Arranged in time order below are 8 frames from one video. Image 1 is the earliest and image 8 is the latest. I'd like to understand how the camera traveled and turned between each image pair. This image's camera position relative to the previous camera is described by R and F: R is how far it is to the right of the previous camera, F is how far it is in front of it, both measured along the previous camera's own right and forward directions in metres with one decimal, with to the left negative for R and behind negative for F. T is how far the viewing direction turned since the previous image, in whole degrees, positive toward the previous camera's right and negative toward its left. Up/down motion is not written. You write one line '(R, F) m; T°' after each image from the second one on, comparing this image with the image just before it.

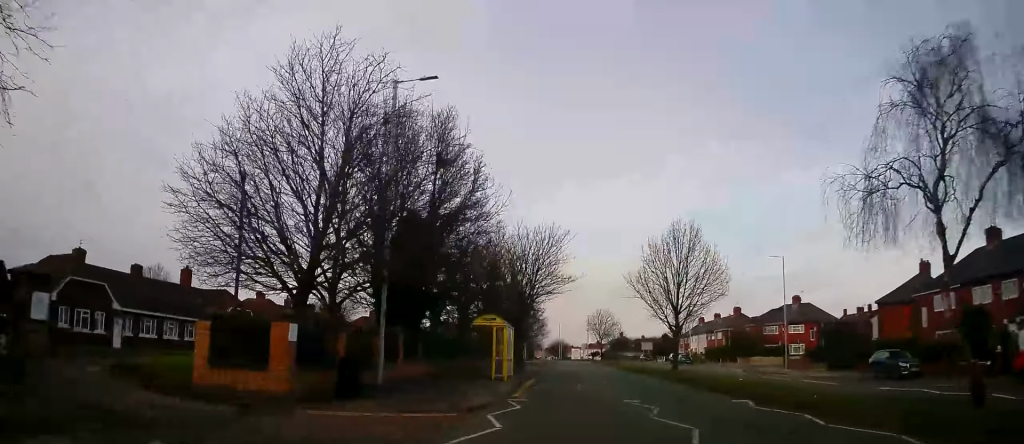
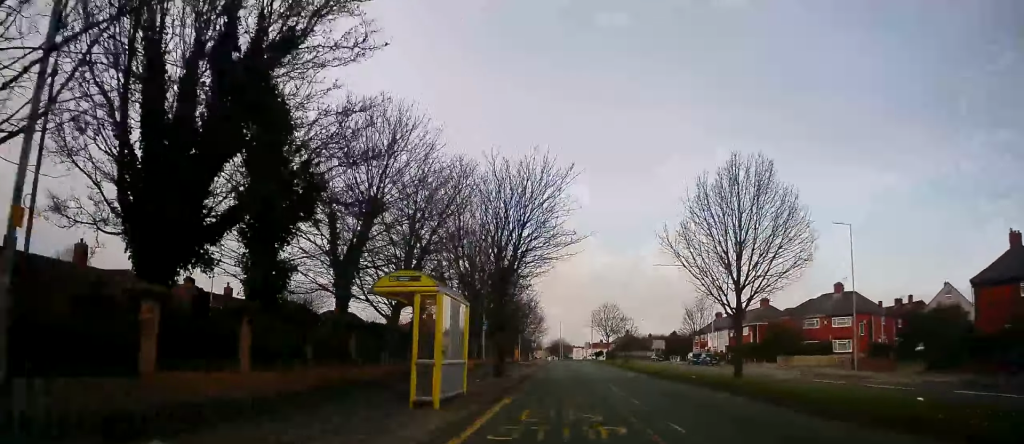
(-0.4, +13.5) m; -2°
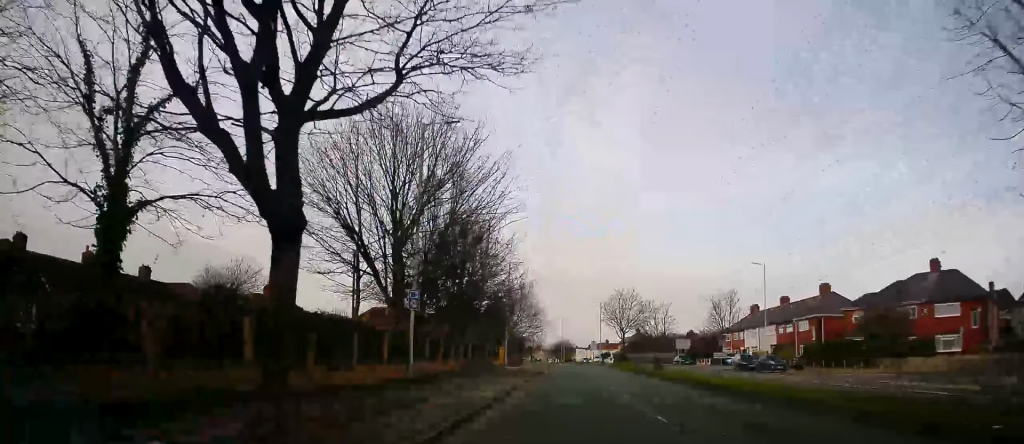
(0.0, +20.6) m; 0°
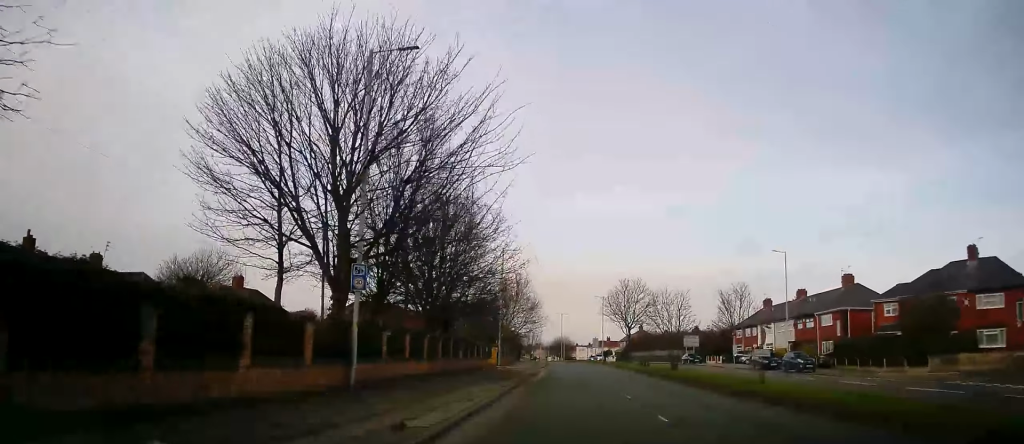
(0.0, +6.0) m; +1°
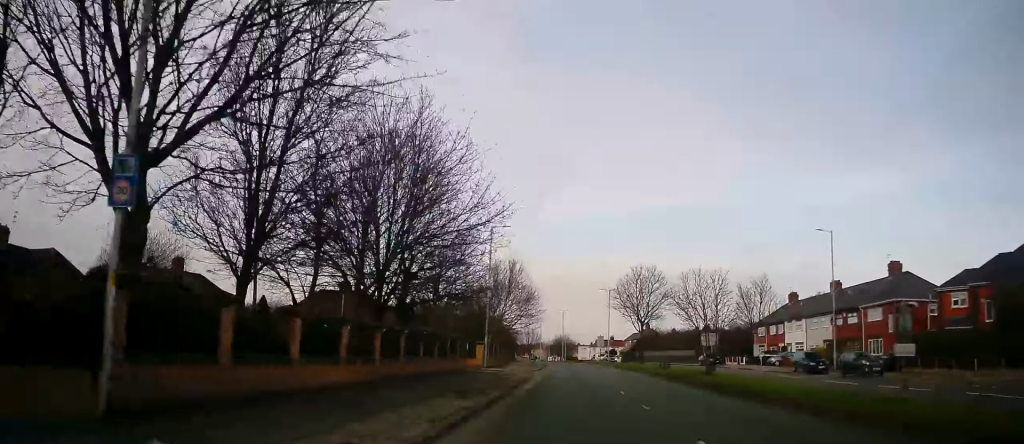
(+0.1, +9.5) m; +1°
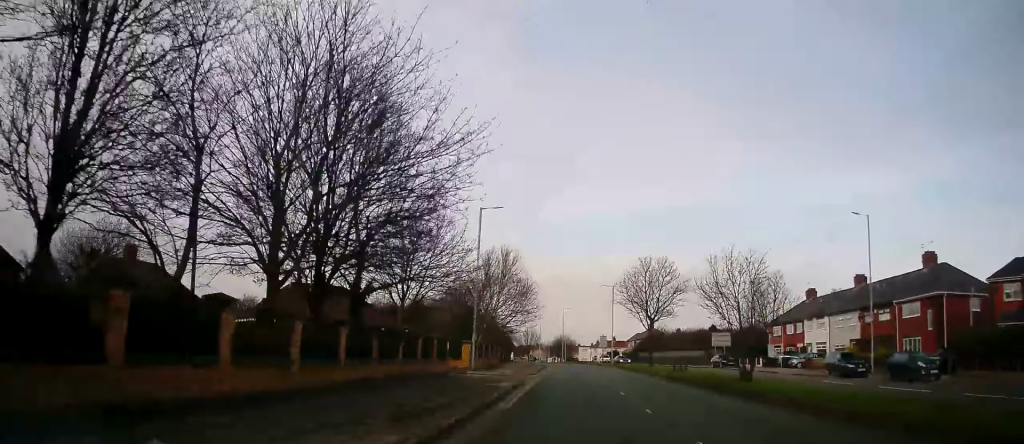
(+0.2, +5.8) m; 0°
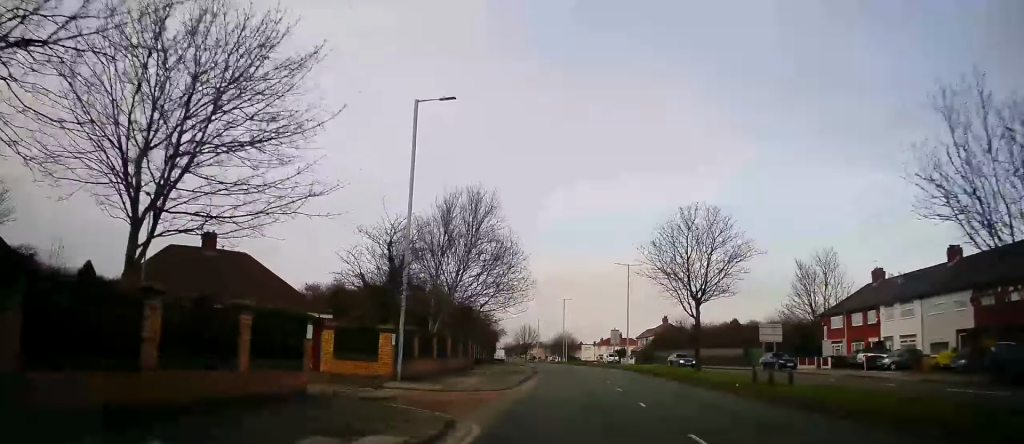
(-0.4, +16.6) m; -2°
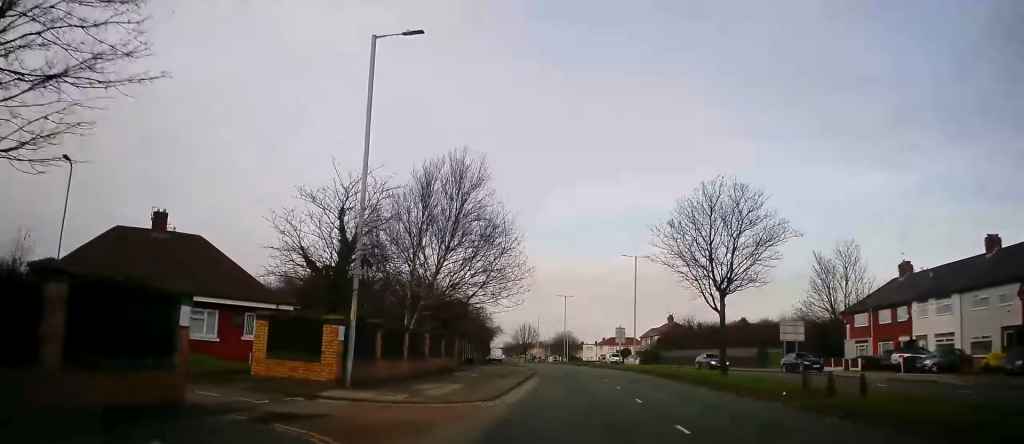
(0.0, +5.0) m; 0°
